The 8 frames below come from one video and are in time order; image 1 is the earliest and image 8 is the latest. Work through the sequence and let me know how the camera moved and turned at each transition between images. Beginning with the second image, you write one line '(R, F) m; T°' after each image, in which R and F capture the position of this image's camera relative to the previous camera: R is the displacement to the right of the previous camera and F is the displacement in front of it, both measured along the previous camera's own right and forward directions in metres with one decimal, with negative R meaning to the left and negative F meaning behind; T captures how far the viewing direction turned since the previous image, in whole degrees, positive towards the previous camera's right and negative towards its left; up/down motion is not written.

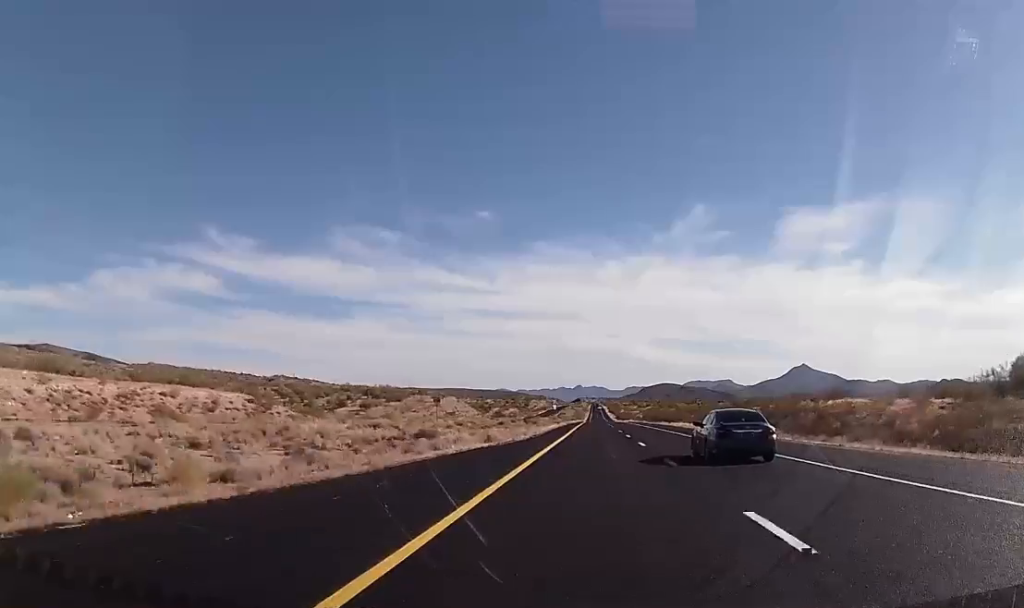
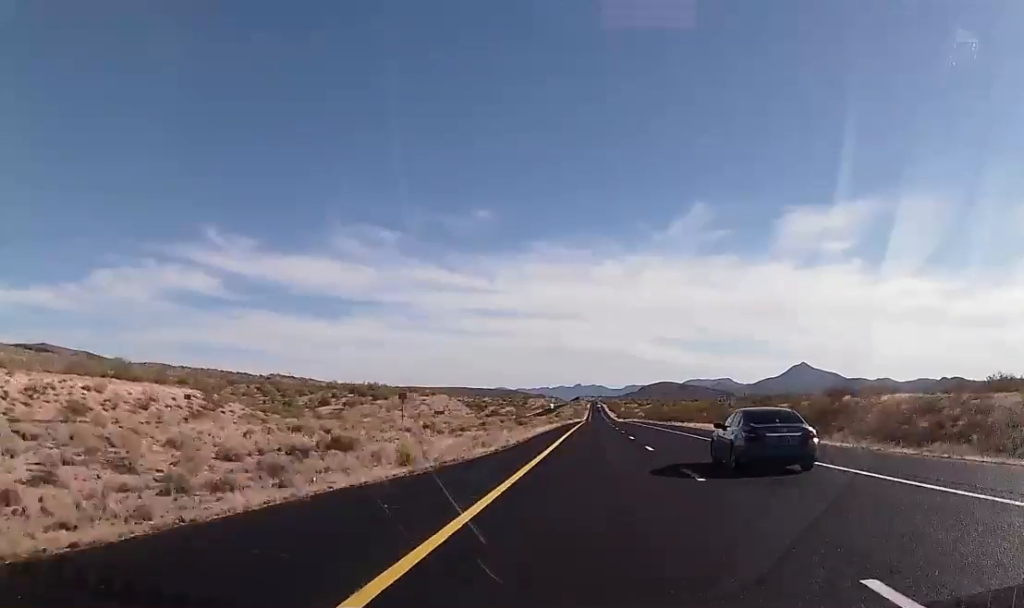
(+0.2, +16.5) m; 0°
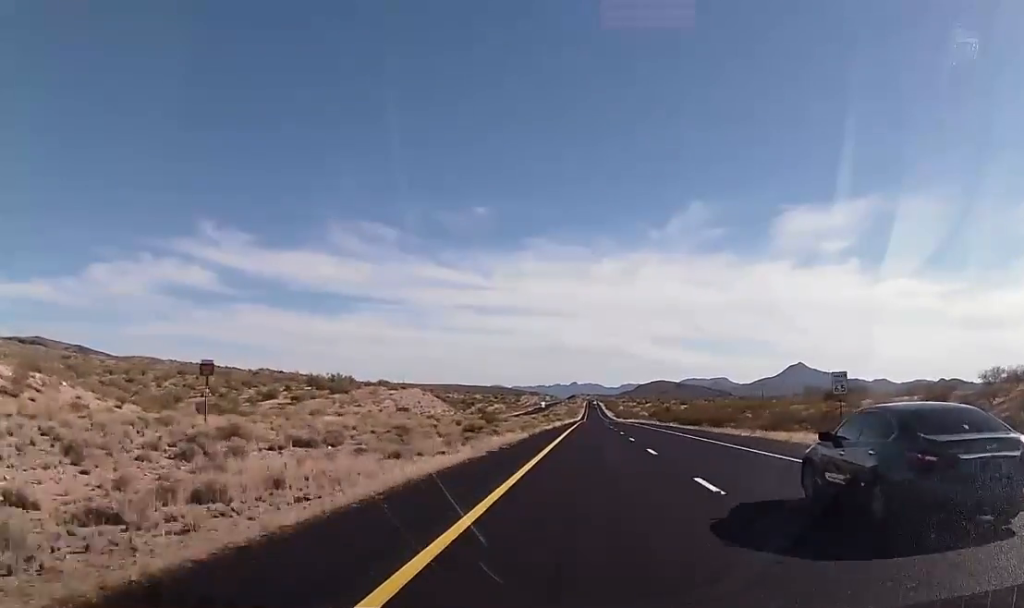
(-0.3, +39.3) m; -1°
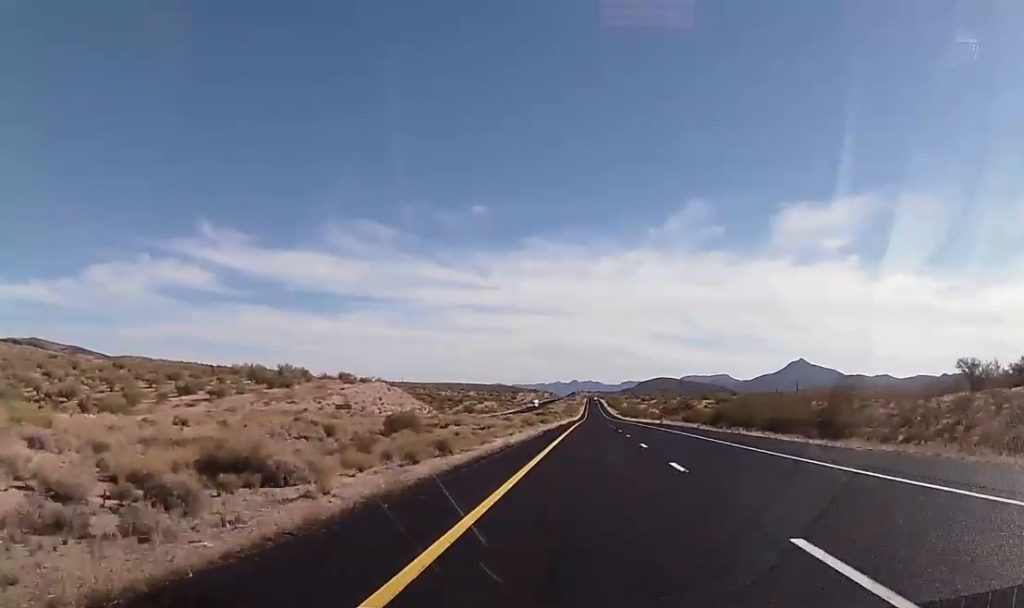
(0.0, +44.3) m; 0°
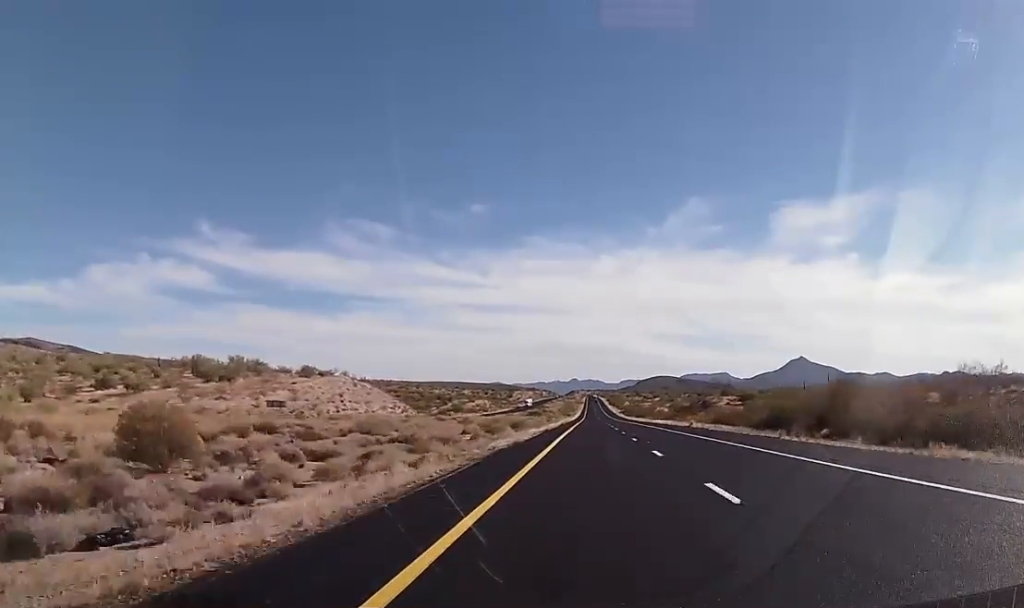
(0.0, +29.1) m; 0°
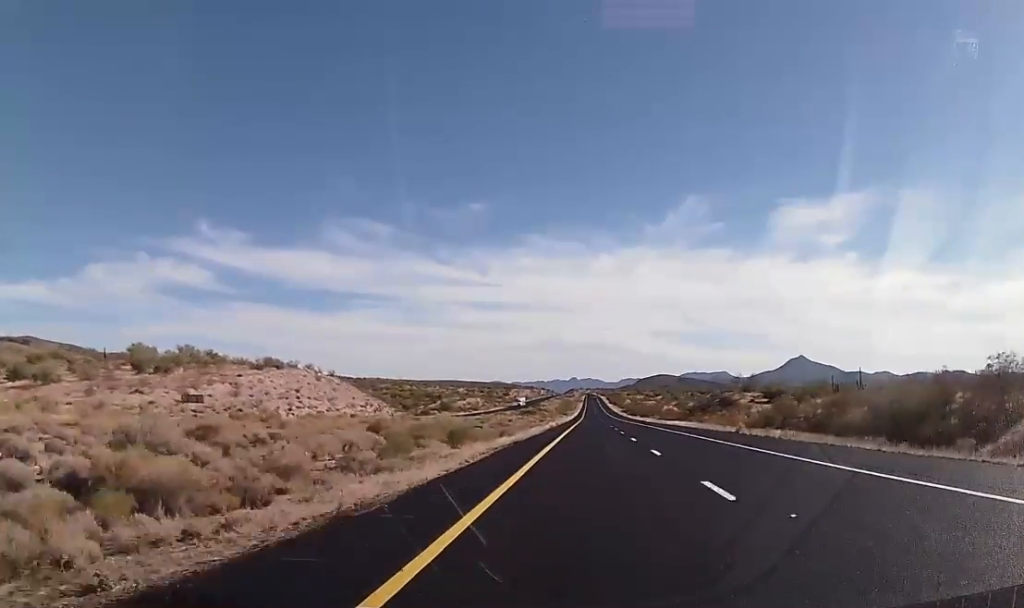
(-0.1, +23.9) m; 0°
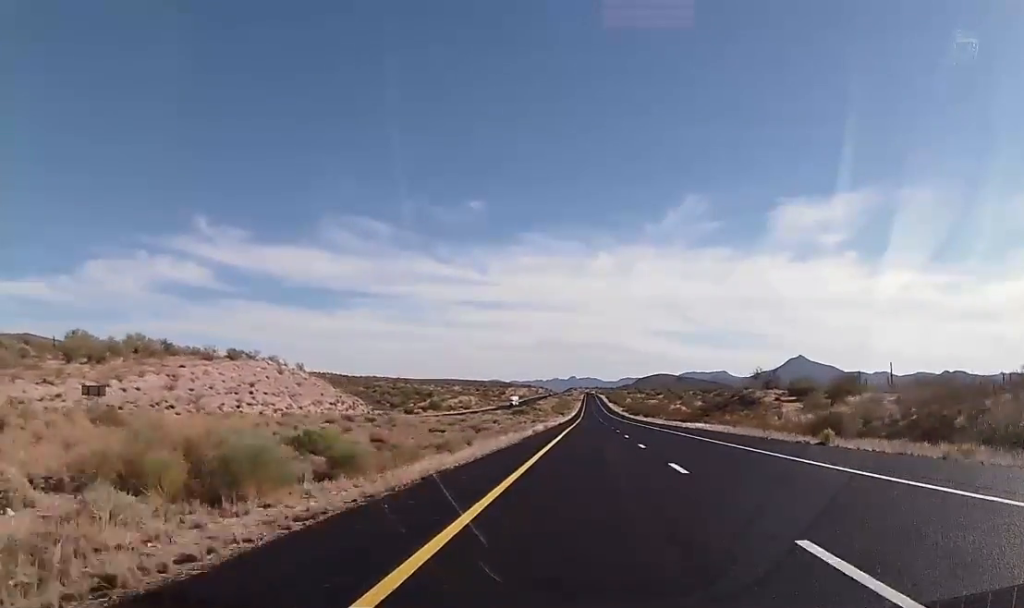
(-0.2, +18.9) m; 0°
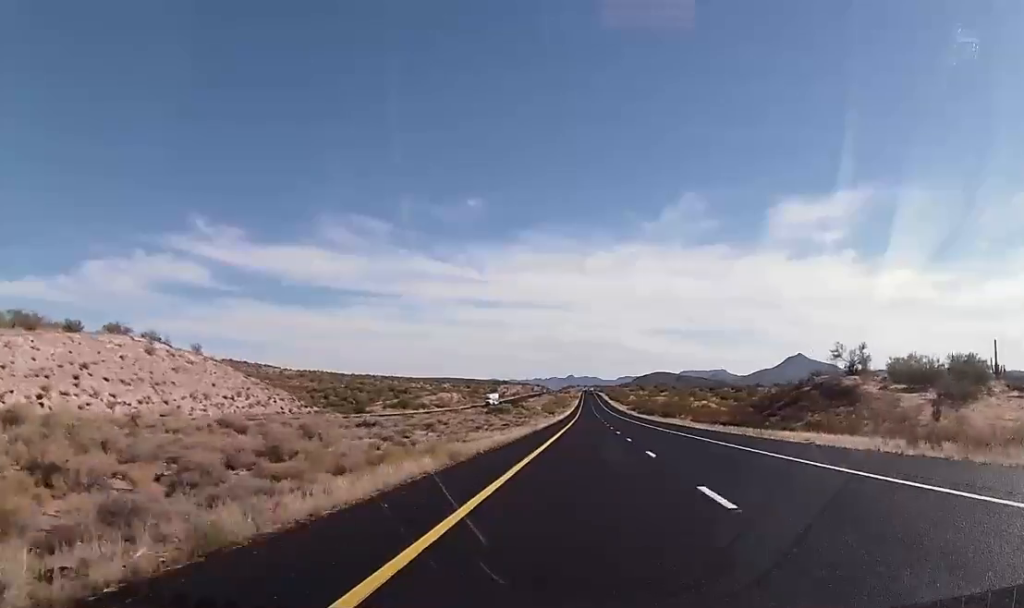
(+0.6, +42.9) m; 0°
